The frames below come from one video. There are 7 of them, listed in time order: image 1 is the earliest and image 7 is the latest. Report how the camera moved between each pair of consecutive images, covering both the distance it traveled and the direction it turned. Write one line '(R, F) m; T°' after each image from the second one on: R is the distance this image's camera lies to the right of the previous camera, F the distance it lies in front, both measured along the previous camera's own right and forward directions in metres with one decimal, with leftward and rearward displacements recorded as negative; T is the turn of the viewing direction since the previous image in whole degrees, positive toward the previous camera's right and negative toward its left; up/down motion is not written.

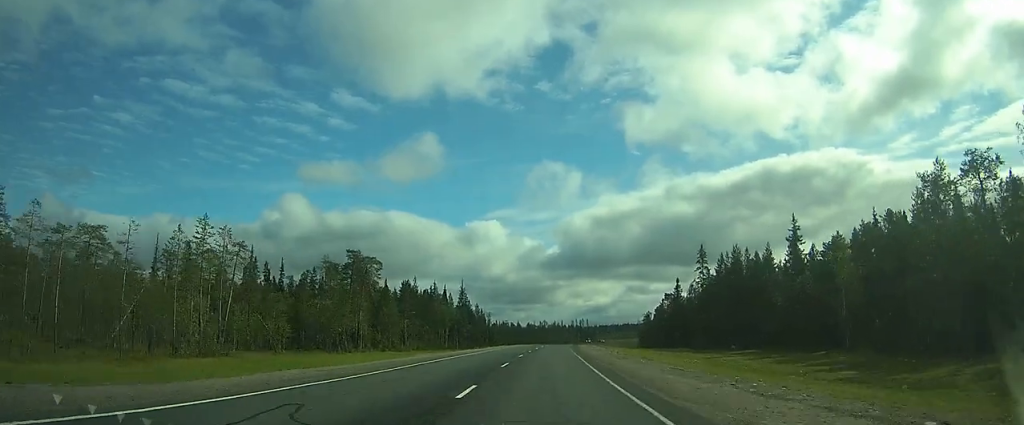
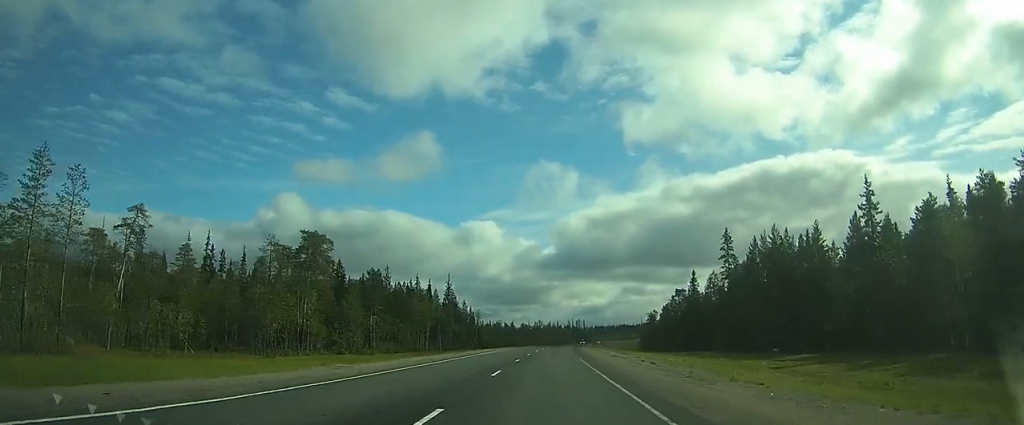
(+0.2, +16.1) m; +1°
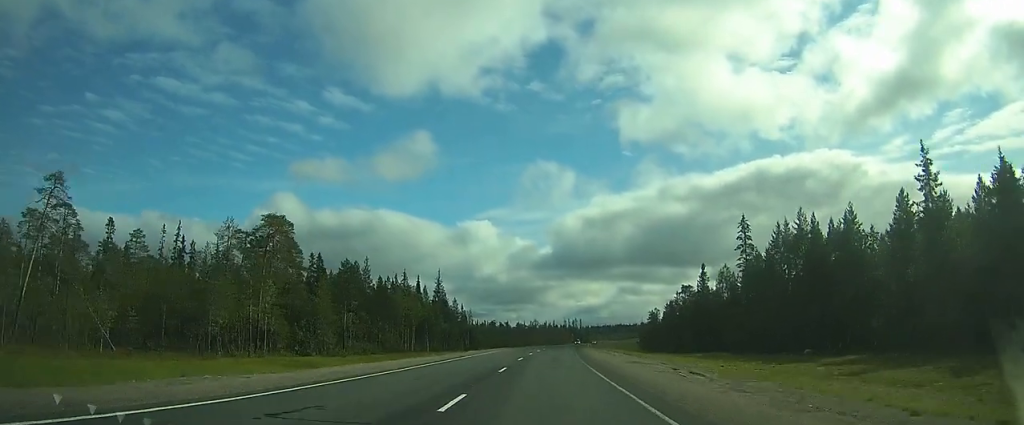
(+0.1, +8.8) m; 0°
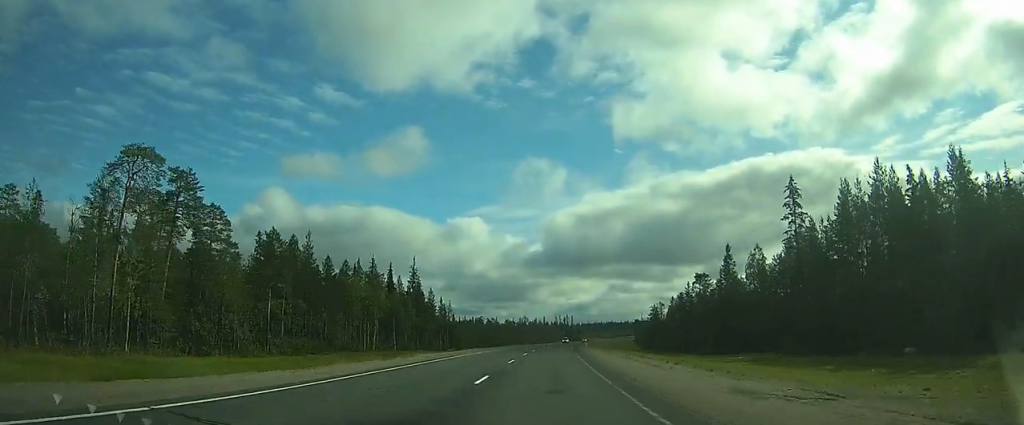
(0.0, +17.2) m; +1°
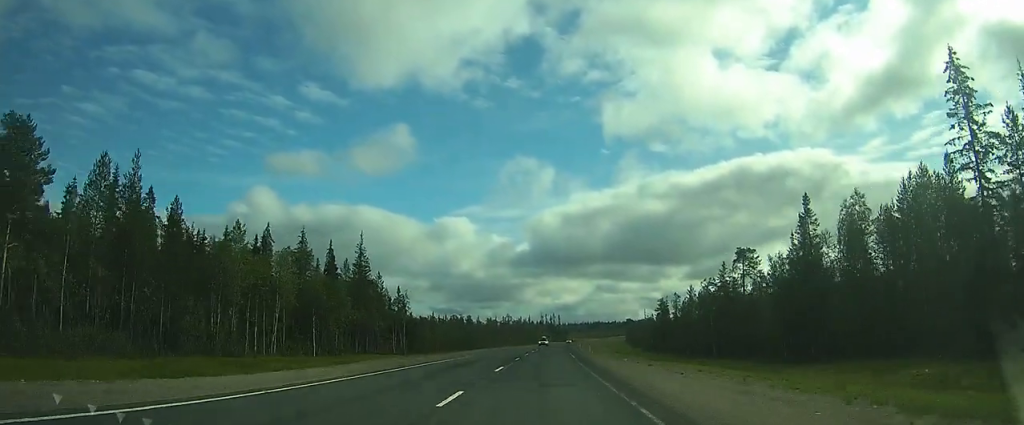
(+0.4, +27.1) m; 0°
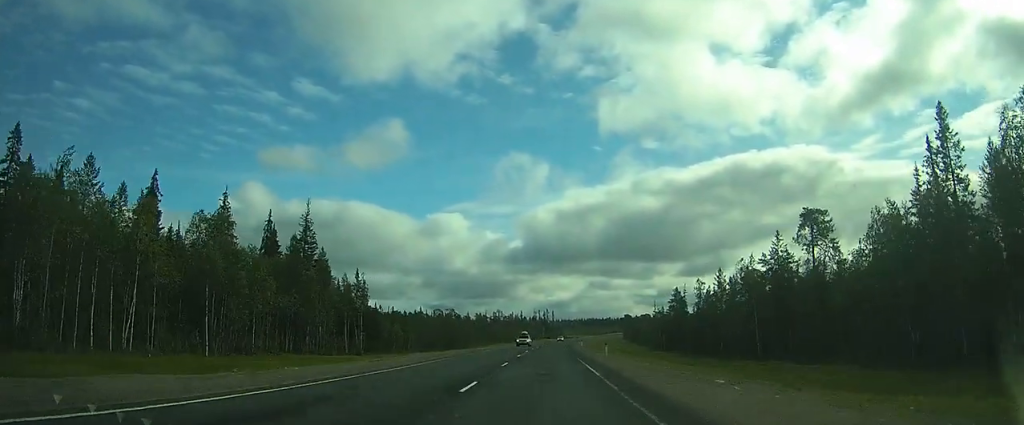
(-0.5, +20.0) m; -1°
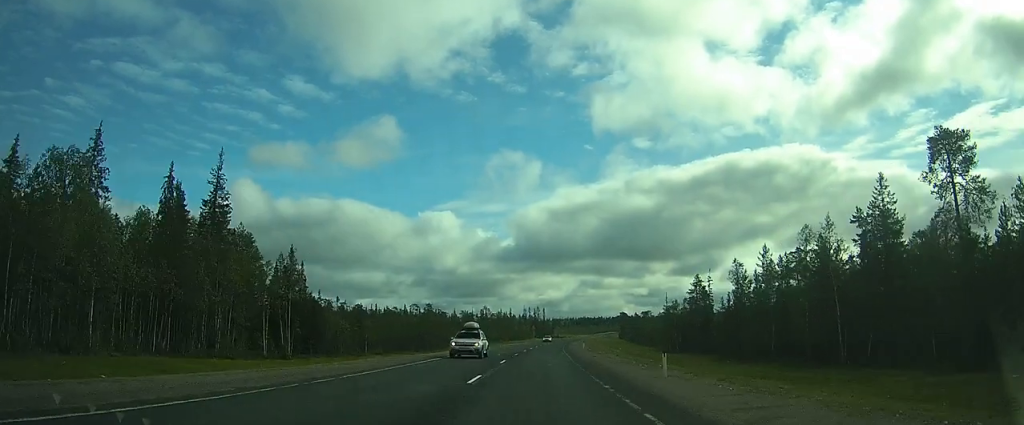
(0.0, +20.2) m; -1°
